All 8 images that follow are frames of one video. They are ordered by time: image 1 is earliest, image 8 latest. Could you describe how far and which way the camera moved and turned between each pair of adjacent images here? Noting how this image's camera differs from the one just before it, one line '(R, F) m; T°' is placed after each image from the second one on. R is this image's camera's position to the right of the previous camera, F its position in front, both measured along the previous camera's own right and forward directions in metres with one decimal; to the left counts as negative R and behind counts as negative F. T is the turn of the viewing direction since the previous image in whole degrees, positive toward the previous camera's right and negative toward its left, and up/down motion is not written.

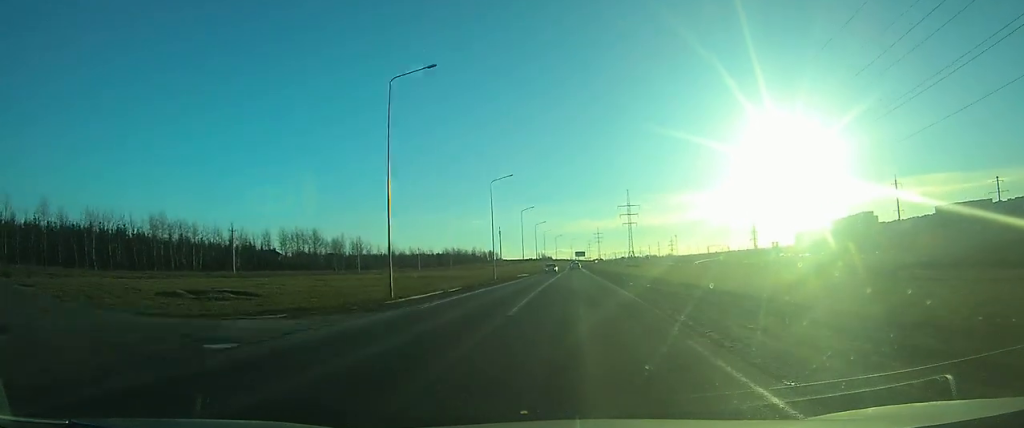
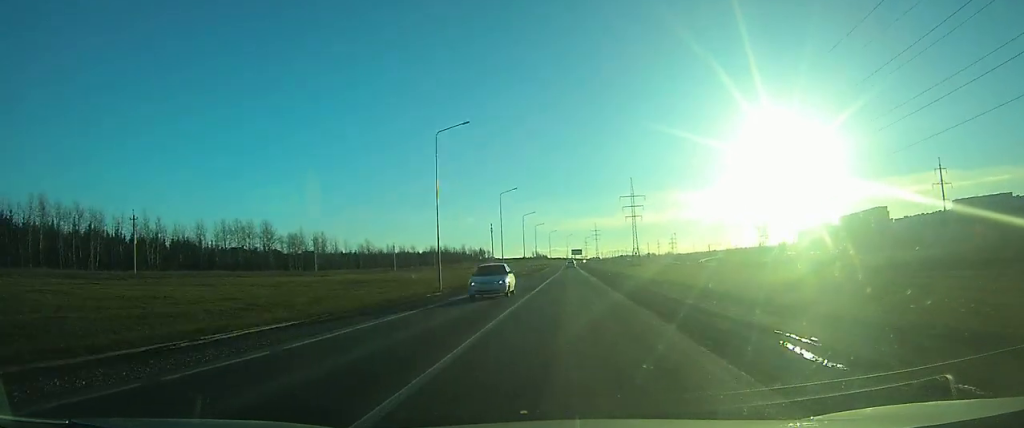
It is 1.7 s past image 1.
(0.0, +28.0) m; 0°
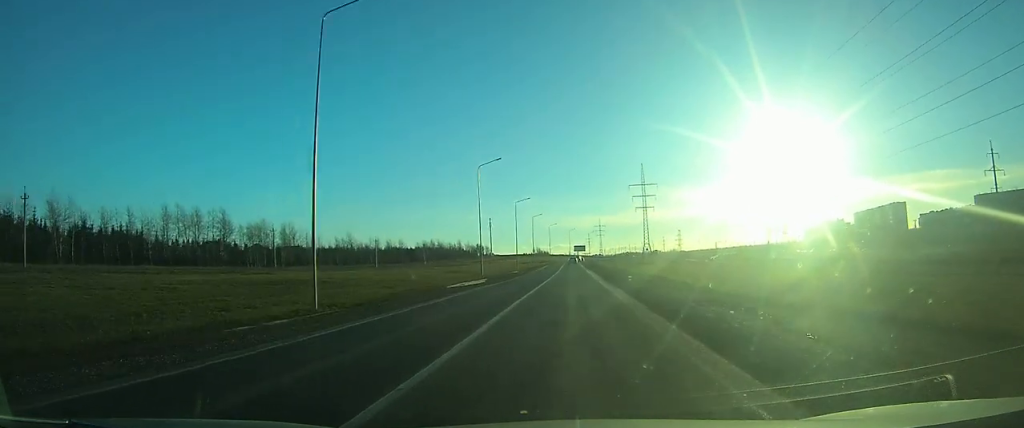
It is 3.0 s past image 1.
(0.0, +22.3) m; 0°
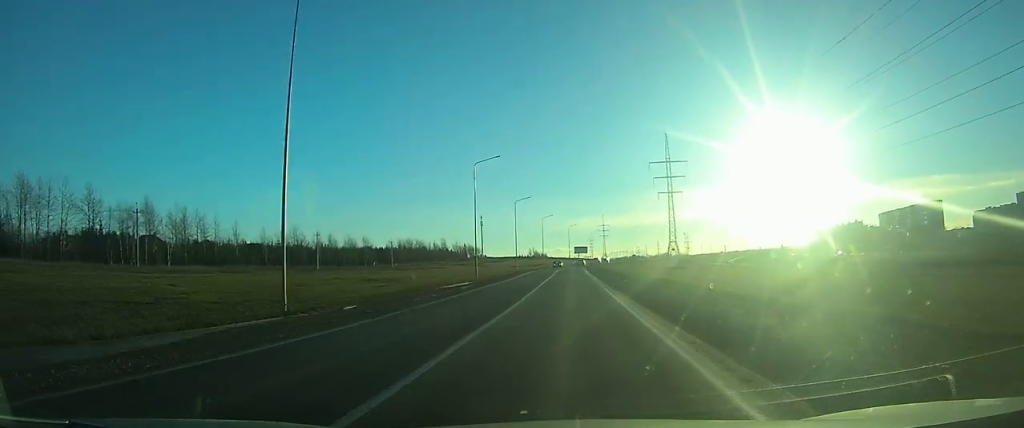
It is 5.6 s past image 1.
(+0.3, +41.7) m; +1°
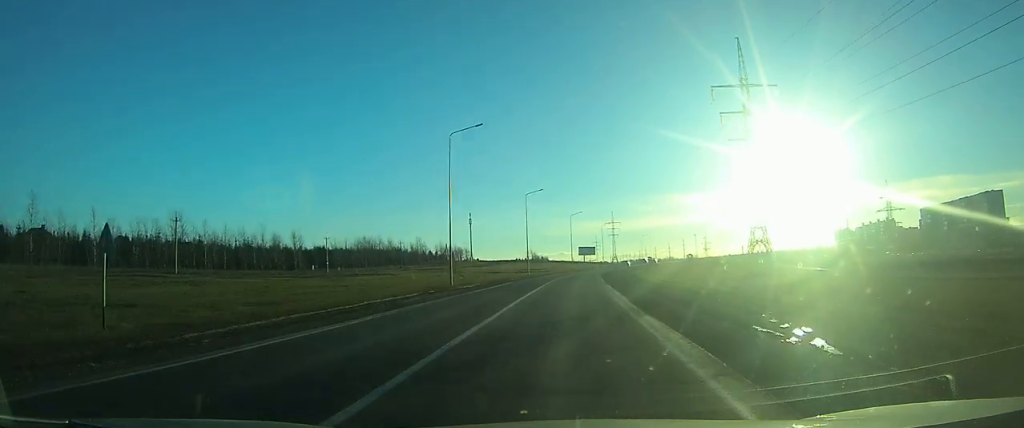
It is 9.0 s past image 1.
(-0.1, +53.0) m; 0°
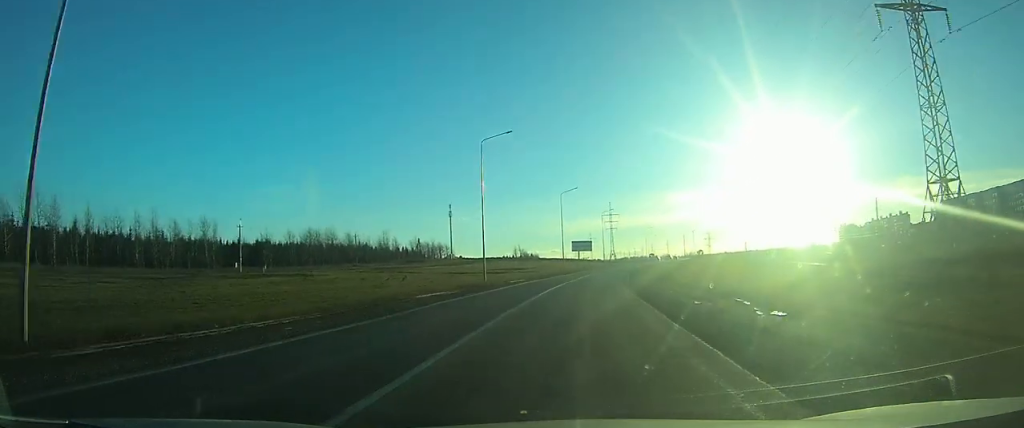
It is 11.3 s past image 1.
(+0.2, +37.8) m; +1°
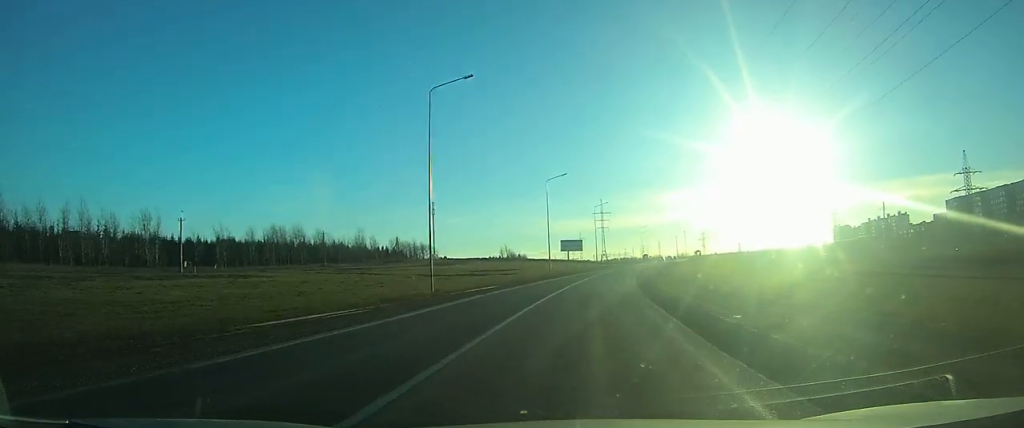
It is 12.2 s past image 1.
(0.0, +15.6) m; +1°
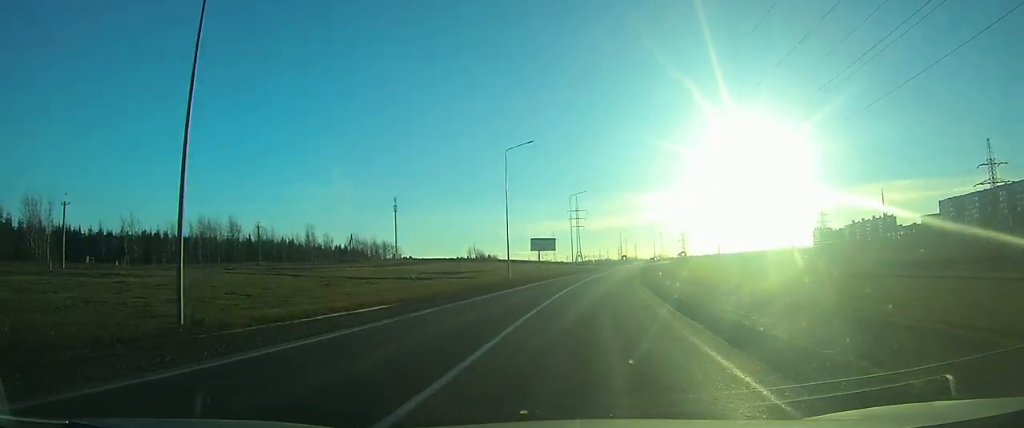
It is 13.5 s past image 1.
(+0.3, +20.8) m; +2°
